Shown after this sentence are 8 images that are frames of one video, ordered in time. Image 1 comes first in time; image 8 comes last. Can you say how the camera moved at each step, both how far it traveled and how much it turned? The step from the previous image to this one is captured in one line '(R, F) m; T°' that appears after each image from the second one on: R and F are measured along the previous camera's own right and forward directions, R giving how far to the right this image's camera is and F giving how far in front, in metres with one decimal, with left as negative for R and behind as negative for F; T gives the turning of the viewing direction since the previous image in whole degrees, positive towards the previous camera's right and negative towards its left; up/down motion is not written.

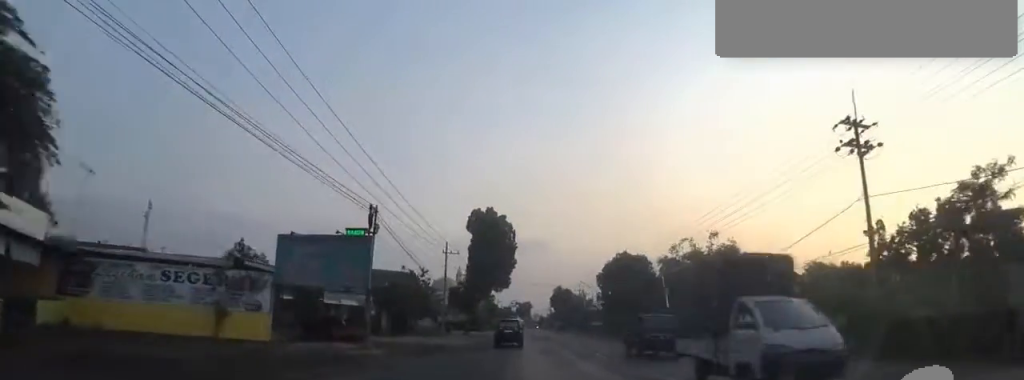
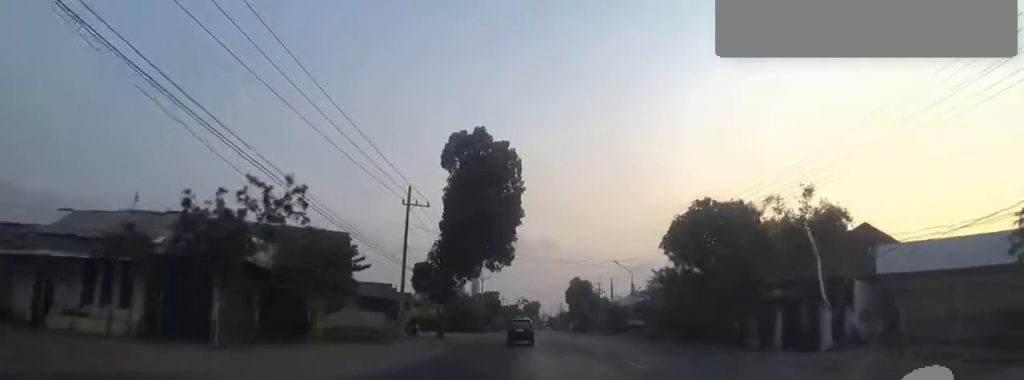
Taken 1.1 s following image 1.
(0.0, +22.3) m; 0°
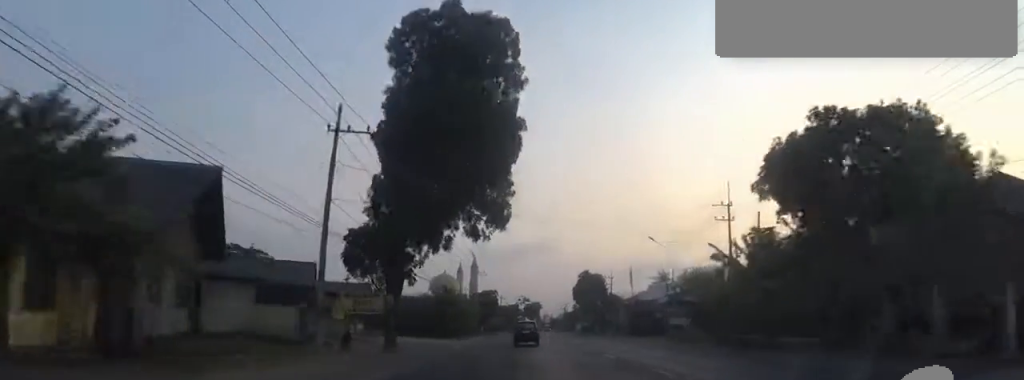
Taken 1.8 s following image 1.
(0.0, +13.8) m; 0°
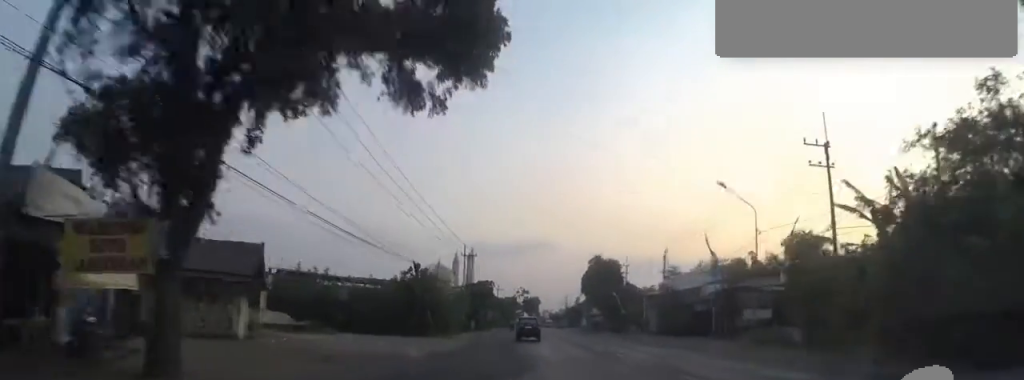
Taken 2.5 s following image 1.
(0.0, +13.7) m; +2°
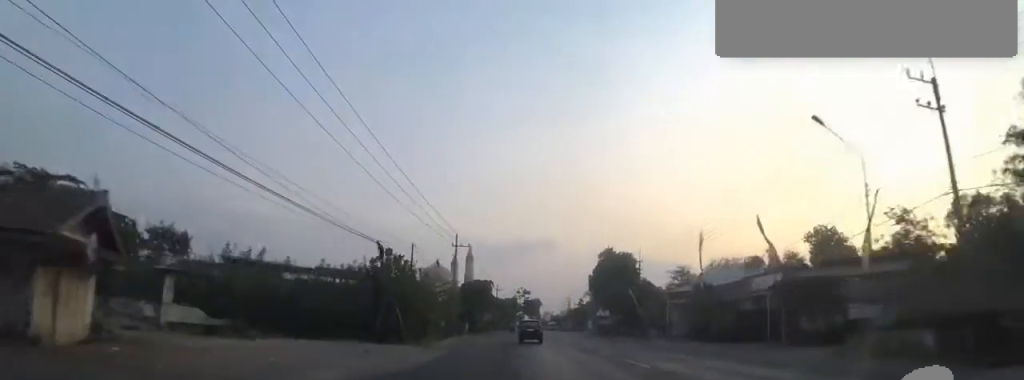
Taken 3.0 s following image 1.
(-0.3, +8.5) m; +2°
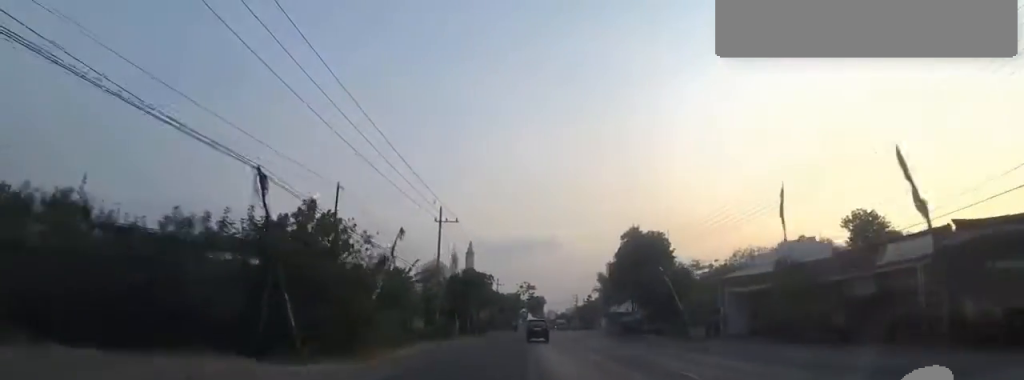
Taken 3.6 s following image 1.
(+0.6, +11.8) m; -1°
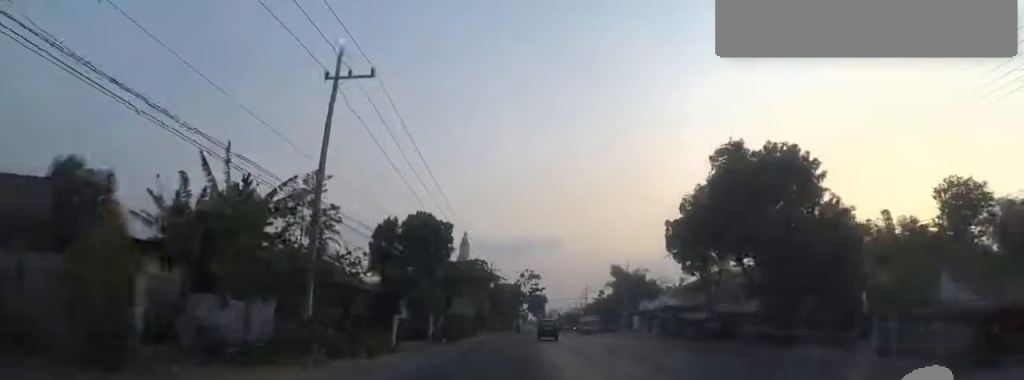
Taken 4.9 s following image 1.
(-1.5, +23.5) m; -4°
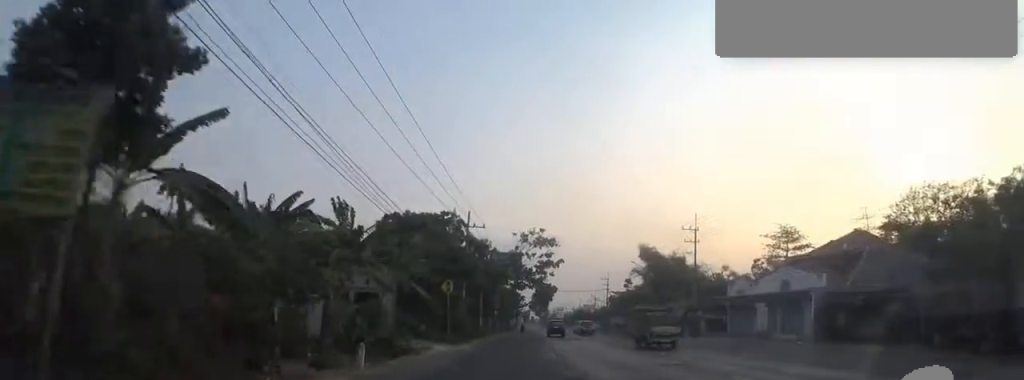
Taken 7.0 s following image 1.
(+1.7, +32.2) m; 0°
